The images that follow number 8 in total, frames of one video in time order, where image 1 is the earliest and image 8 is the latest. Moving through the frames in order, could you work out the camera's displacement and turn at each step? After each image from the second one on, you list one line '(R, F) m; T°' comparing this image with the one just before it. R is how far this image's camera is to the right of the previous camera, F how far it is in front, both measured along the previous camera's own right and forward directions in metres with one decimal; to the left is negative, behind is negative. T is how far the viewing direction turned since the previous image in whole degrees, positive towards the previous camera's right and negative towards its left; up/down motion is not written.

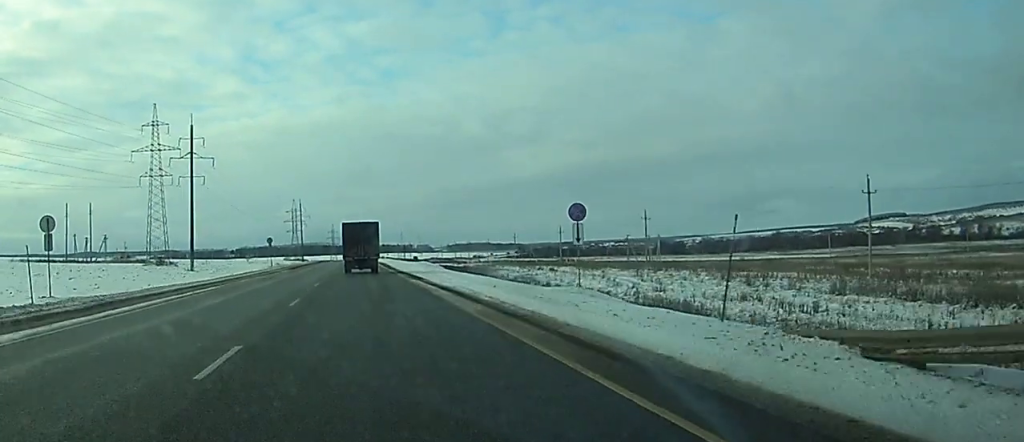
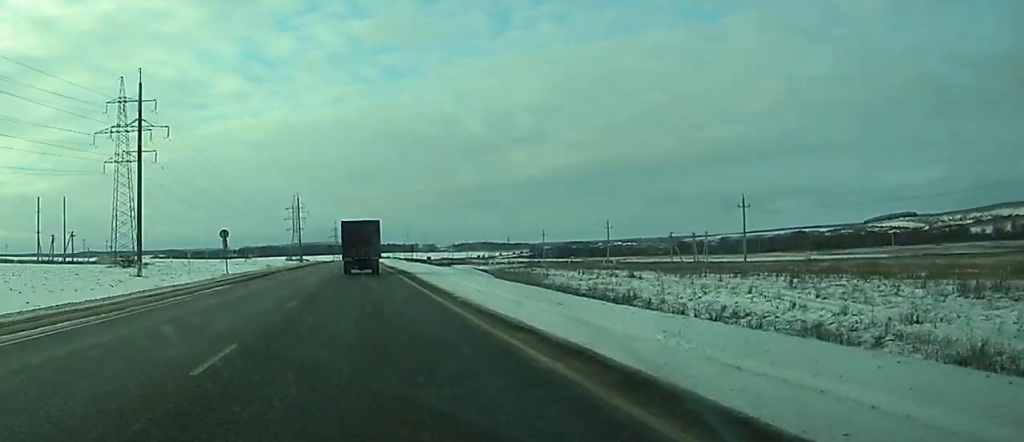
(-0.2, +34.7) m; 0°
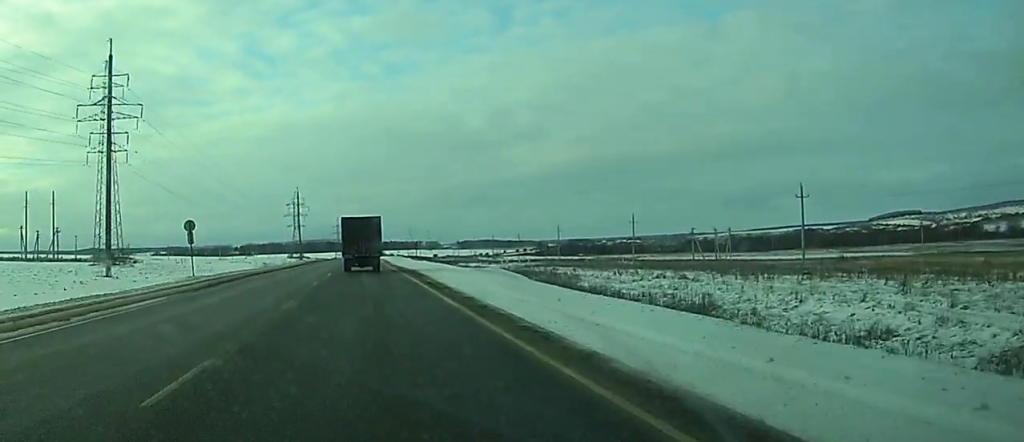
(0.0, +13.6) m; 0°
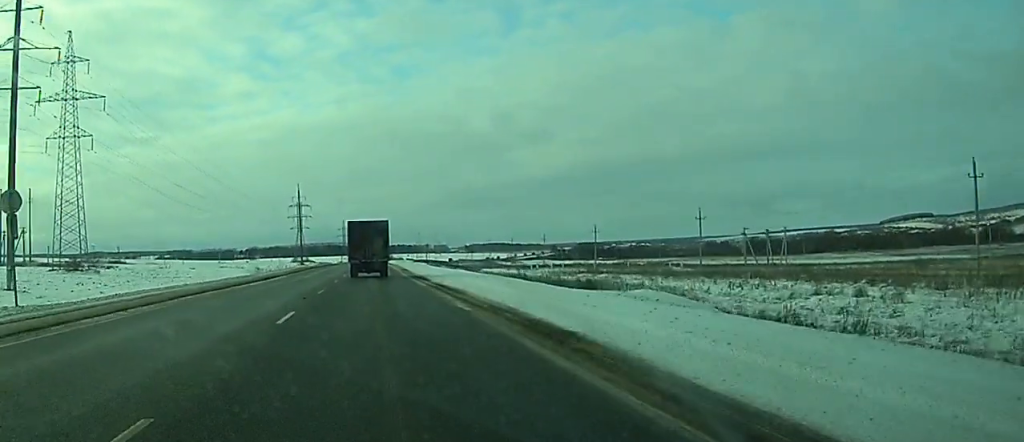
(+0.1, +27.0) m; 0°
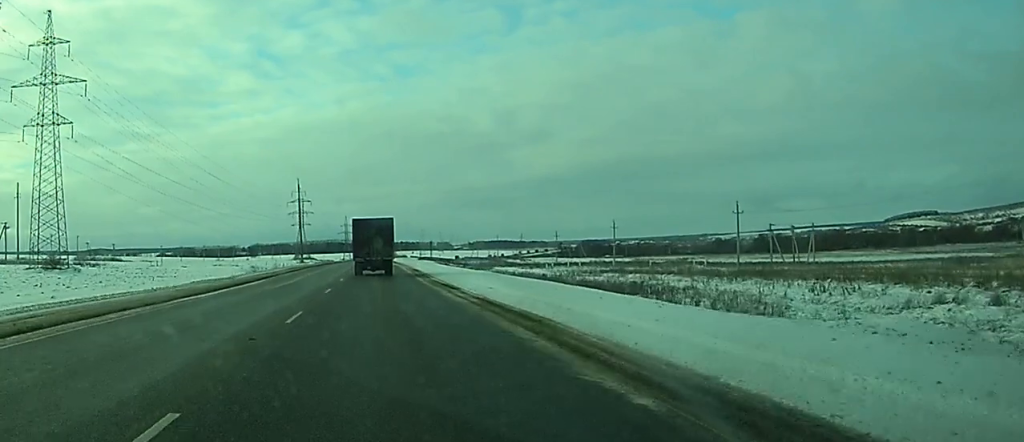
(0.0, +11.8) m; 0°
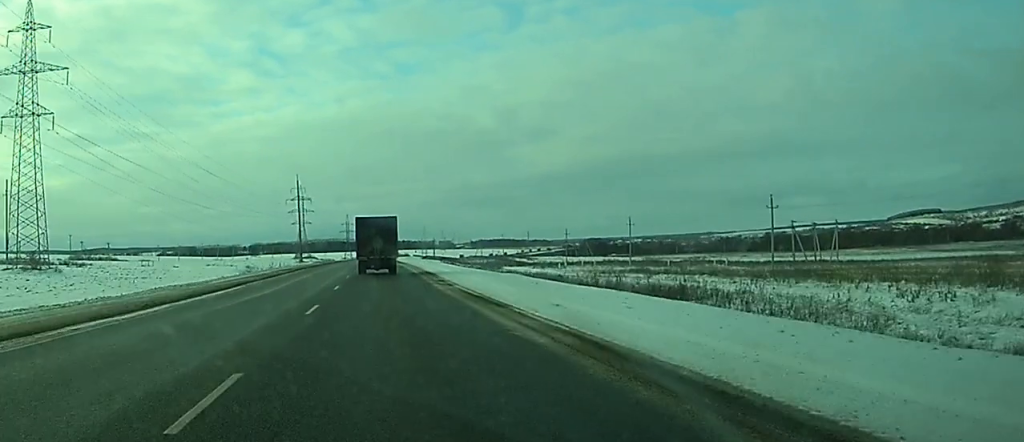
(0.0, +9.4) m; 0°
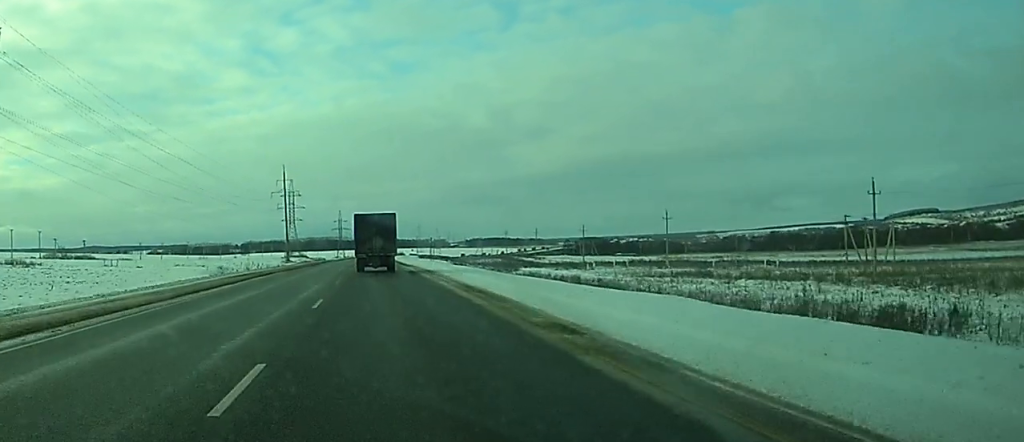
(+0.1, +23.2) m; 0°
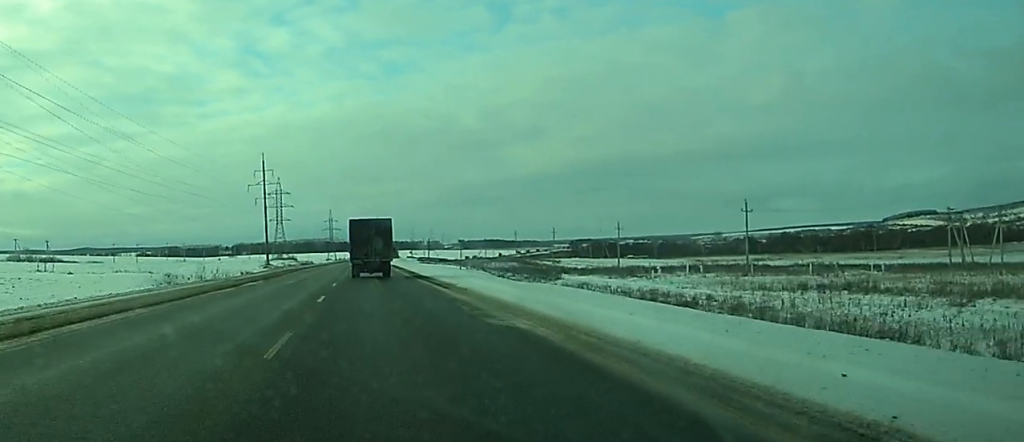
(-0.1, +31.8) m; +2°
